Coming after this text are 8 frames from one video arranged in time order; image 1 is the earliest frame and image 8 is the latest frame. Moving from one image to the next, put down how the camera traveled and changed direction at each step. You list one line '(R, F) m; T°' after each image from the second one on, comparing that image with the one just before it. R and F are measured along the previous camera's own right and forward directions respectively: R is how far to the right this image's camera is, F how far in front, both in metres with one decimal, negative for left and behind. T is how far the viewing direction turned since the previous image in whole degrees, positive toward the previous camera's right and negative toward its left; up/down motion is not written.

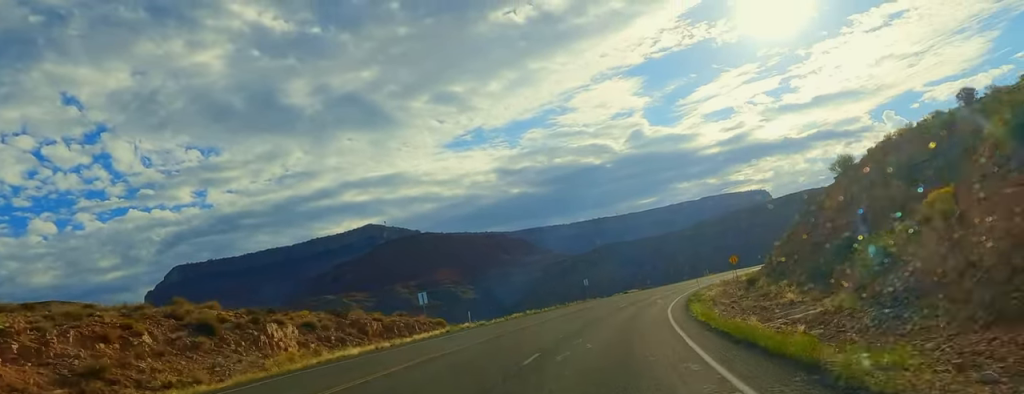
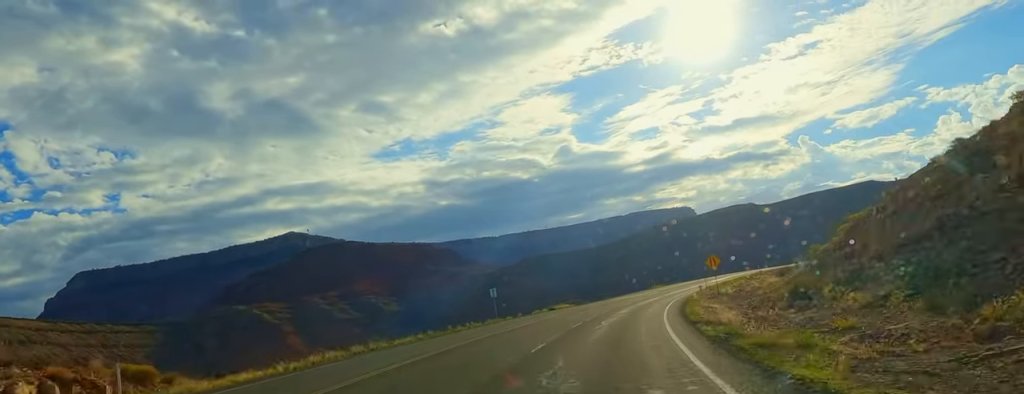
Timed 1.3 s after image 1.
(+2.0, +32.2) m; +6°
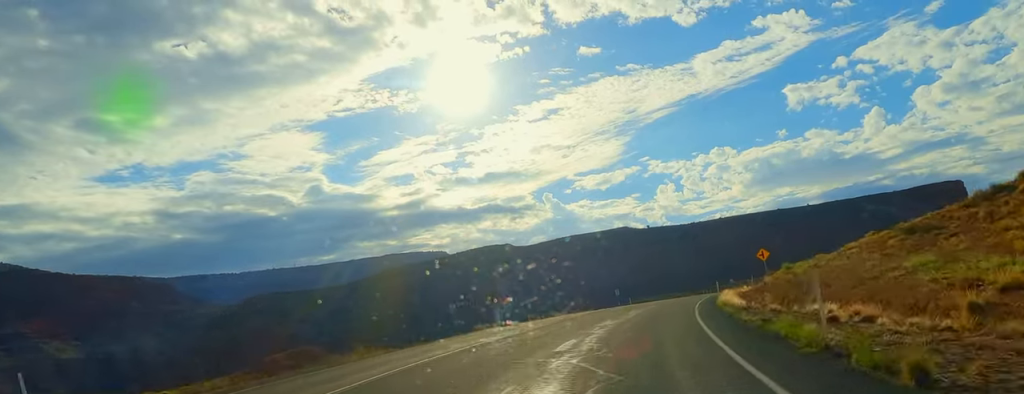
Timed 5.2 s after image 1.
(+16.6, +95.8) m; +21°
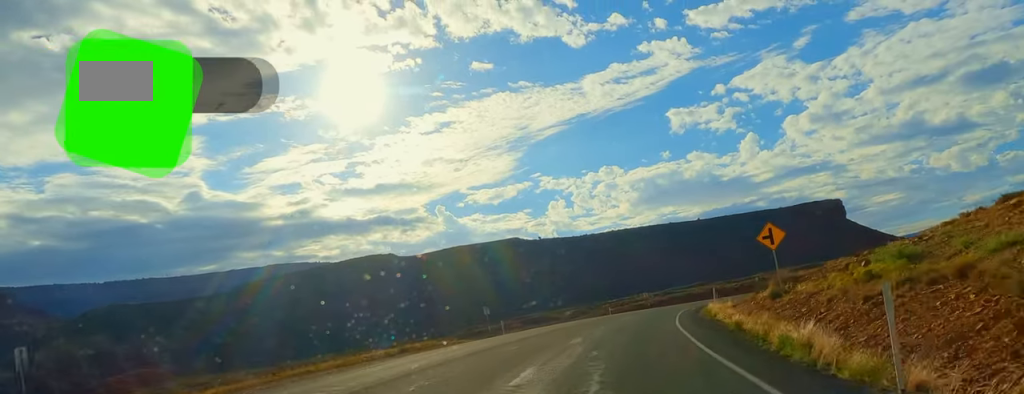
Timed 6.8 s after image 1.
(+3.0, +40.8) m; +8°
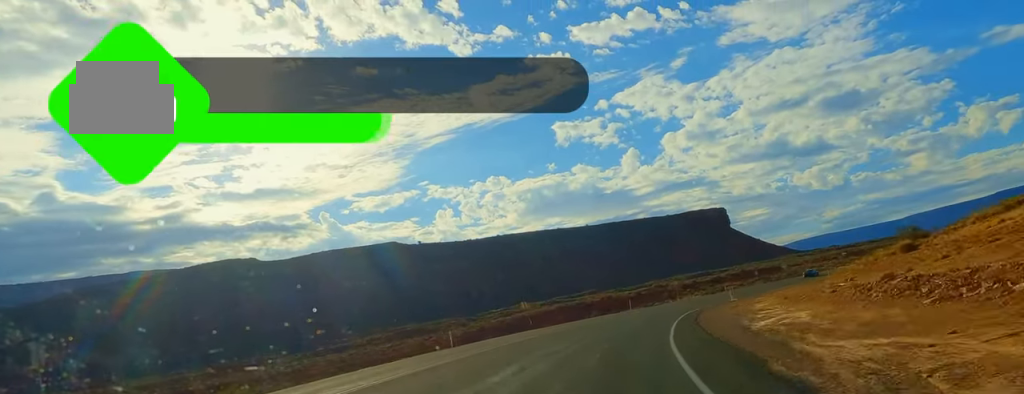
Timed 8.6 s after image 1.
(+2.8, +46.5) m; +8°
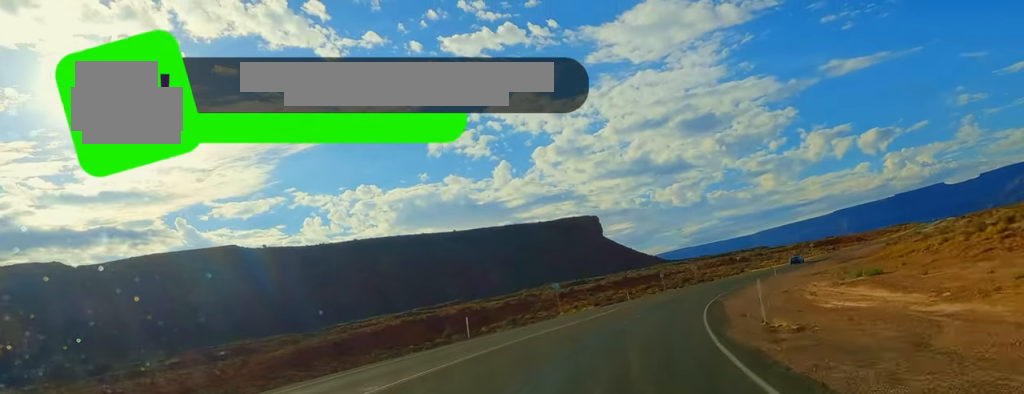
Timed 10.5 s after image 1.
(+3.3, +49.7) m; +10°
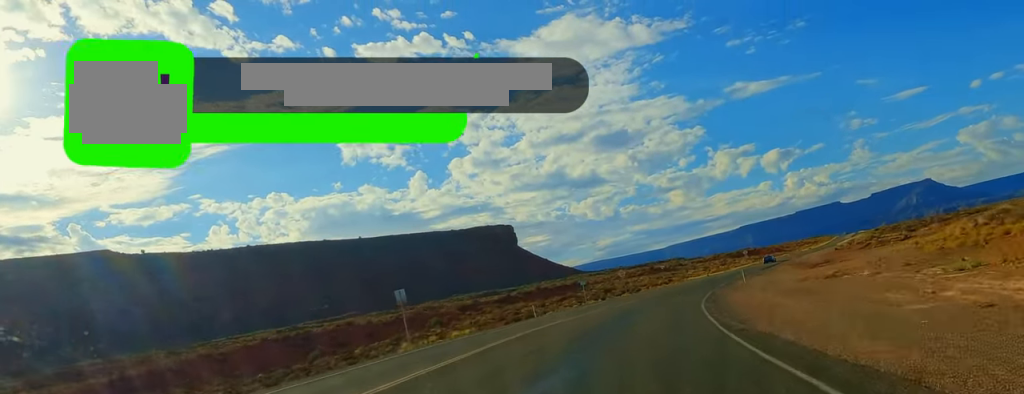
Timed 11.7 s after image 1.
(+3.2, +30.8) m; +6°
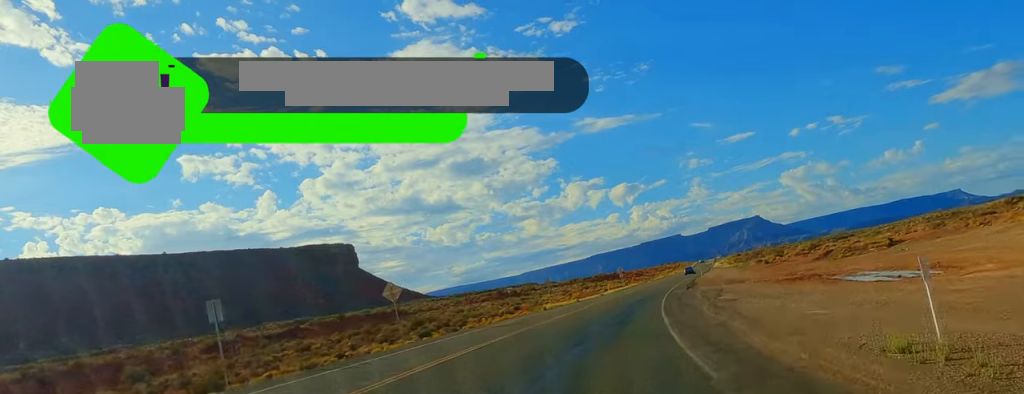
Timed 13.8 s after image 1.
(+5.4, +57.1) m; +9°
